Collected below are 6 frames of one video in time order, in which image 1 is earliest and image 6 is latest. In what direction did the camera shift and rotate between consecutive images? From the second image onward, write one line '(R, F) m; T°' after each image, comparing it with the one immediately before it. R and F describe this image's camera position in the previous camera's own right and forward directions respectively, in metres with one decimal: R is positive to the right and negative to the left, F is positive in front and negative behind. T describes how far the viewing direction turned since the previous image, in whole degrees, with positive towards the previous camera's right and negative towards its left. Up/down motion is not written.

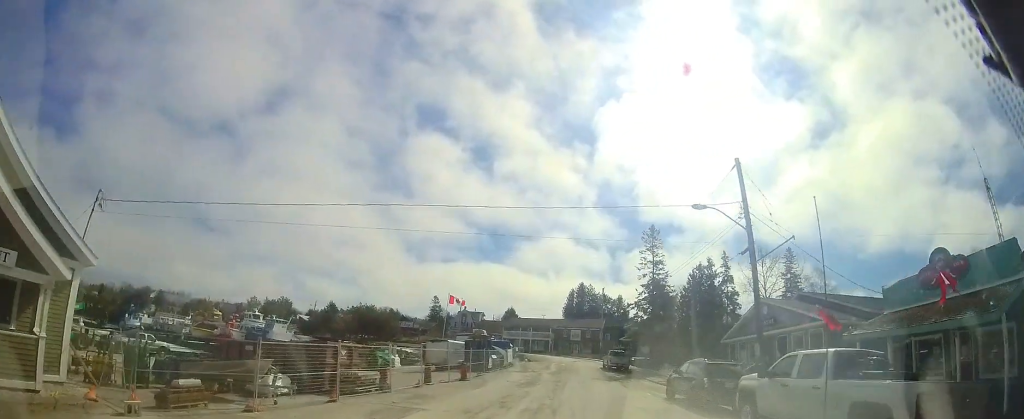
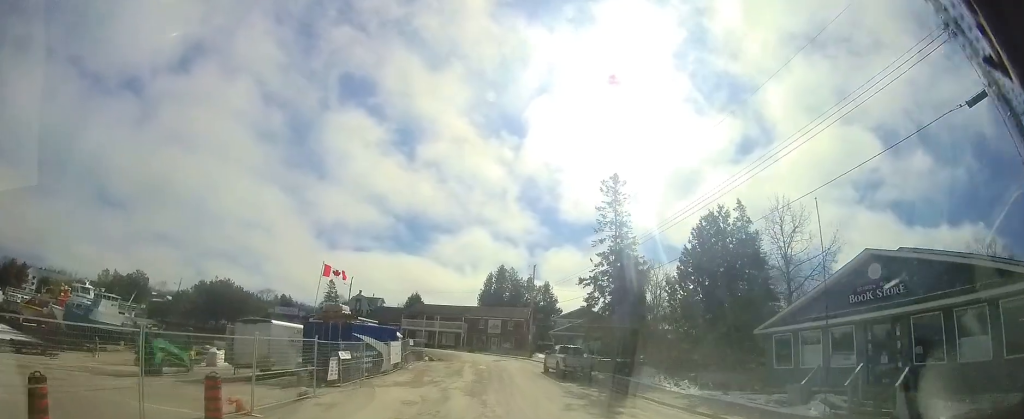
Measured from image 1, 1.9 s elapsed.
(+0.8, +13.7) m; +6°
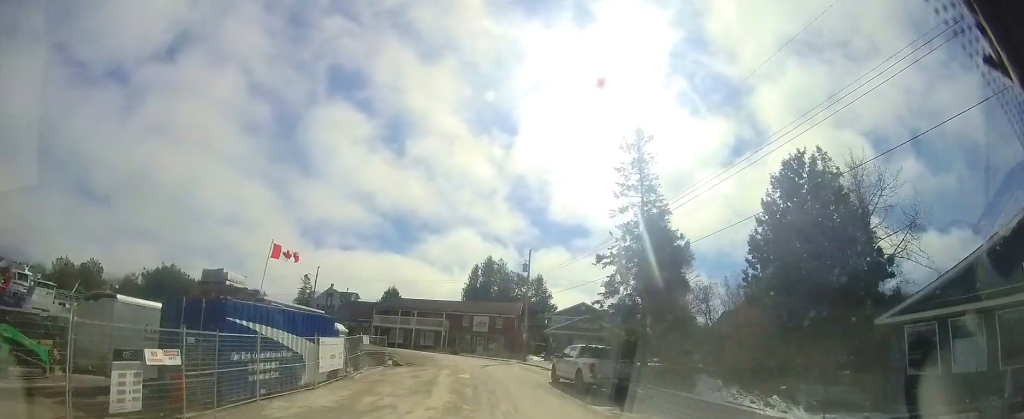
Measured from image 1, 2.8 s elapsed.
(0.0, +7.5) m; 0°
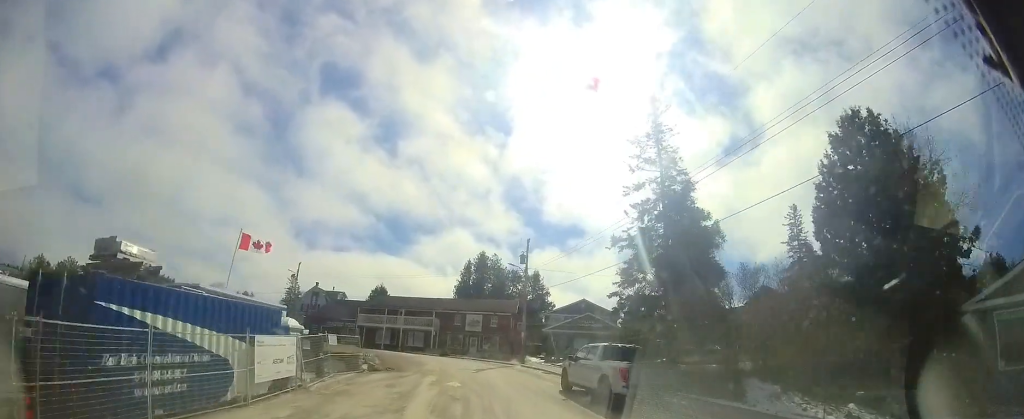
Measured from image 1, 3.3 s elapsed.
(+0.1, +3.7) m; -1°
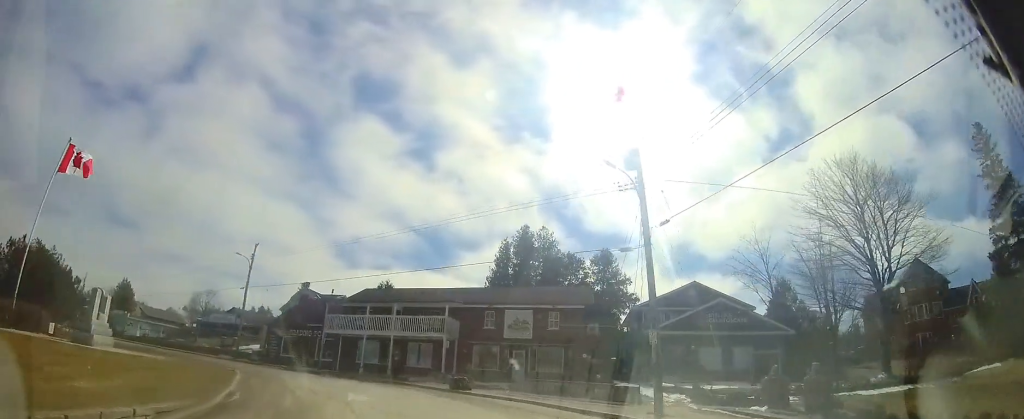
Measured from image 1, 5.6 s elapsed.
(-1.4, +19.0) m; -15°
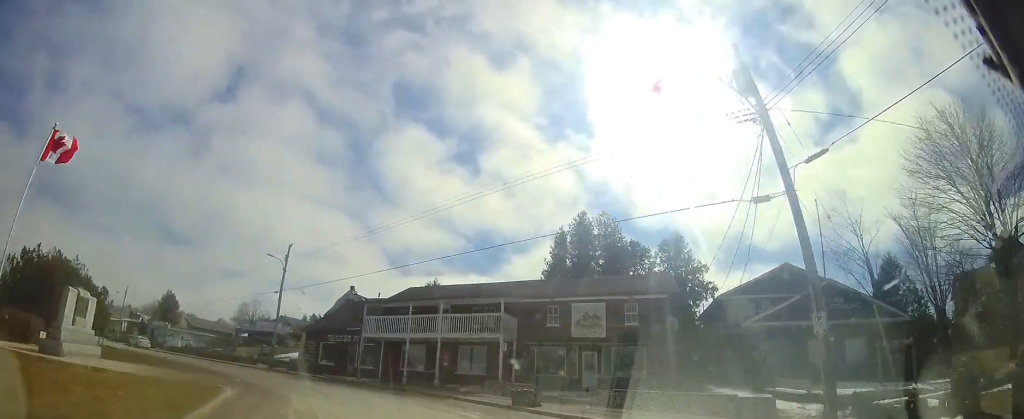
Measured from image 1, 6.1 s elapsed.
(-0.4, +4.2) m; -7°
